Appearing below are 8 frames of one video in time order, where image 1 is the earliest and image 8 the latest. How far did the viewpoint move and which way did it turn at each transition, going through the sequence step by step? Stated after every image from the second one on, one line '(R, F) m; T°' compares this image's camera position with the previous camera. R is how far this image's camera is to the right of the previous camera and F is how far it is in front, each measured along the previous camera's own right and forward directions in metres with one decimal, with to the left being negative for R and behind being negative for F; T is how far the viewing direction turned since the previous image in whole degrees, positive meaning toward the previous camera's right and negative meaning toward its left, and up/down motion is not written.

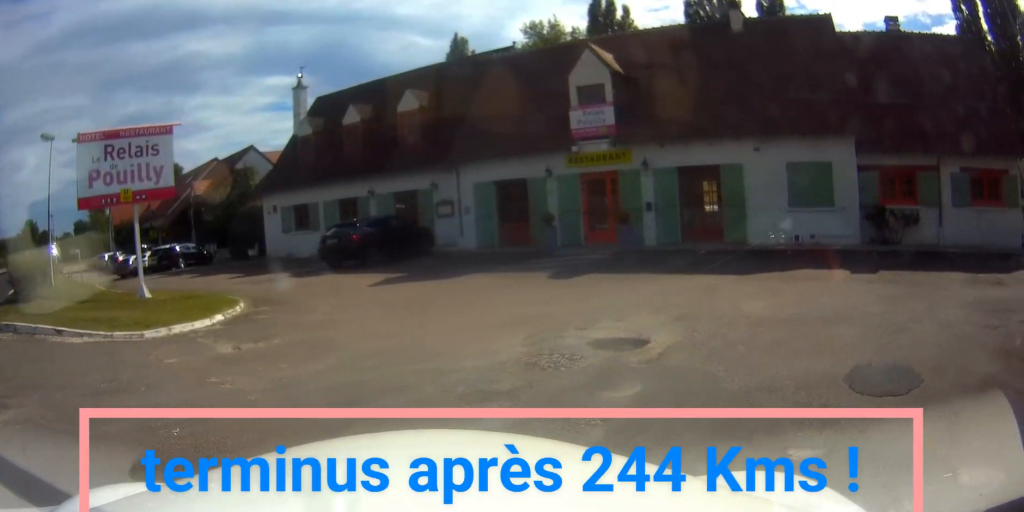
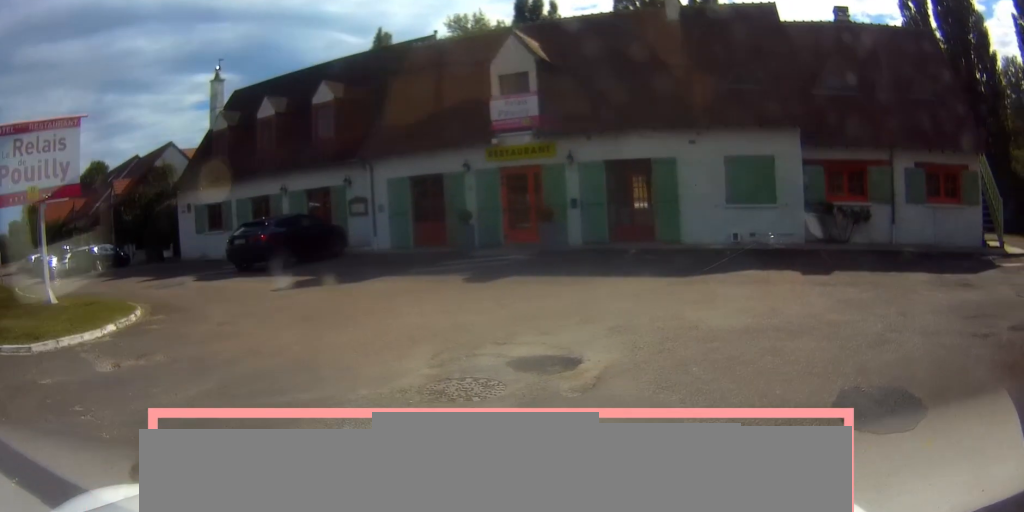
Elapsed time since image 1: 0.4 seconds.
(+0.1, +0.9) m; +7°
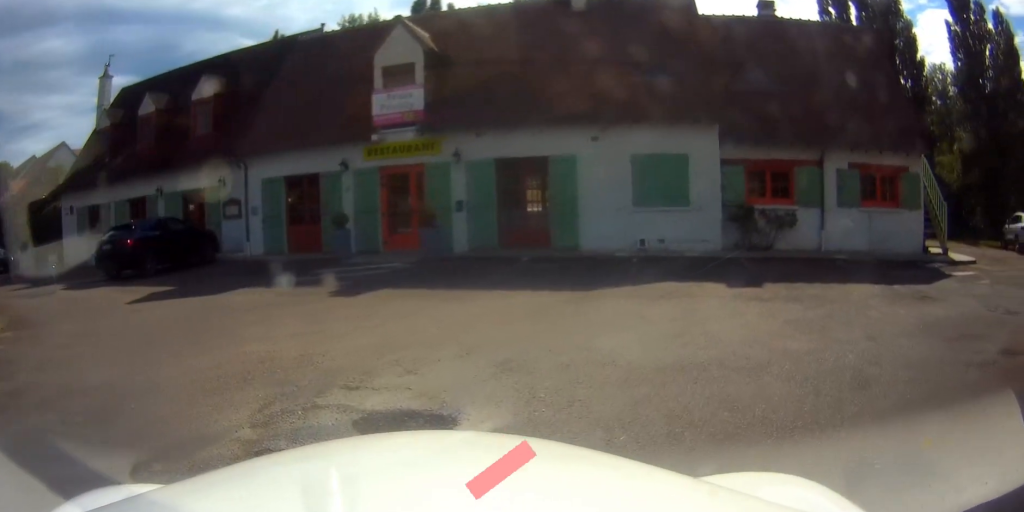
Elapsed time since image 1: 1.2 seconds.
(+0.3, +1.4) m; +12°
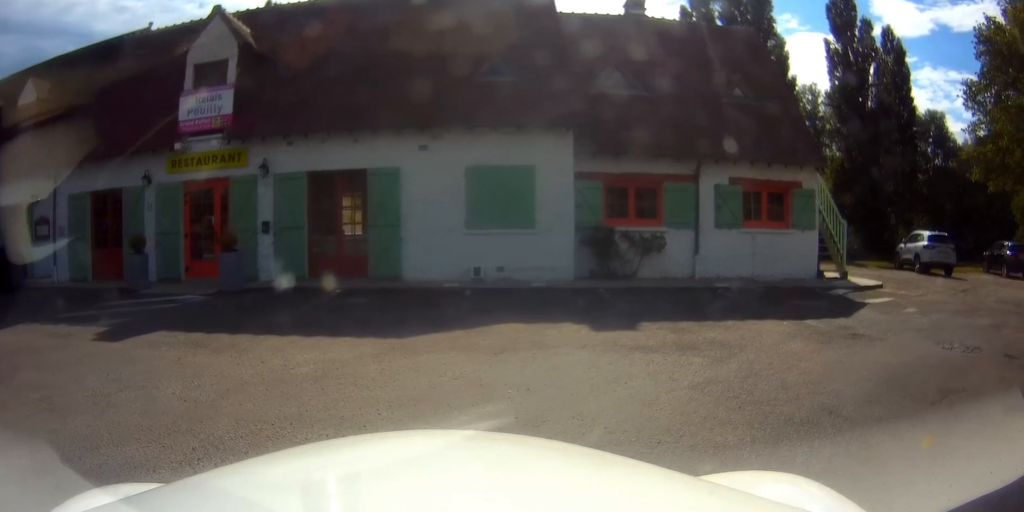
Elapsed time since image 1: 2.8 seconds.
(+0.1, +1.8) m; 0°
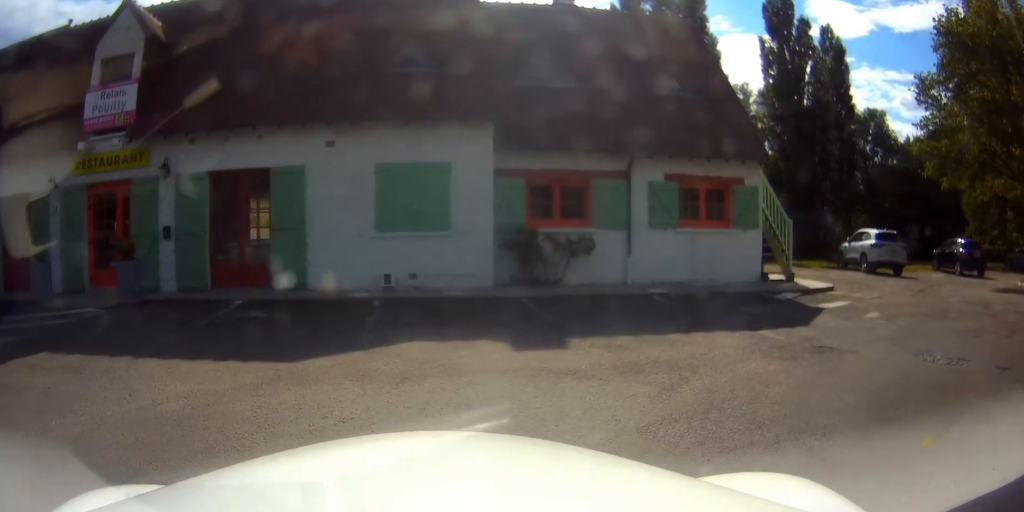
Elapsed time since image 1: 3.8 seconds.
(0.0, +0.8) m; 0°
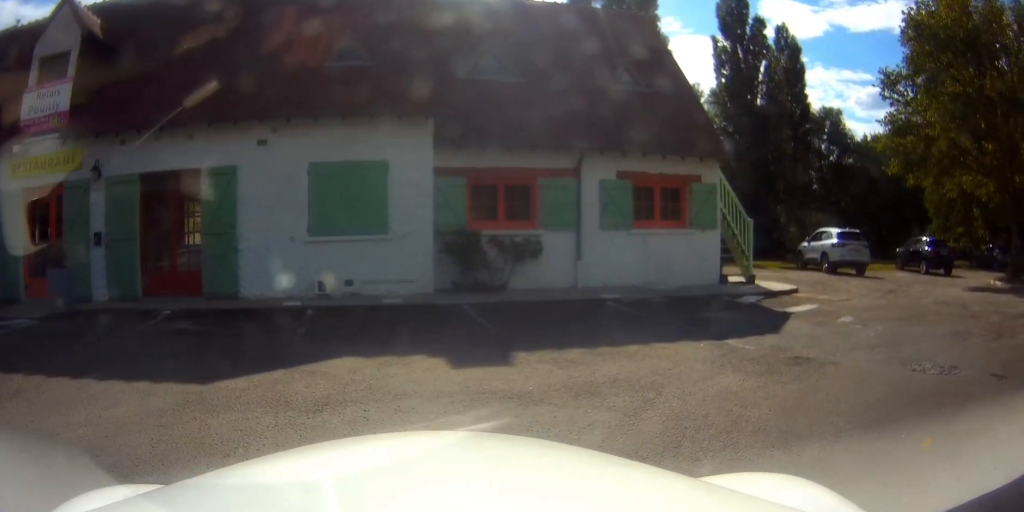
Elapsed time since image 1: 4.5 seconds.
(+0.1, +0.5) m; 0°
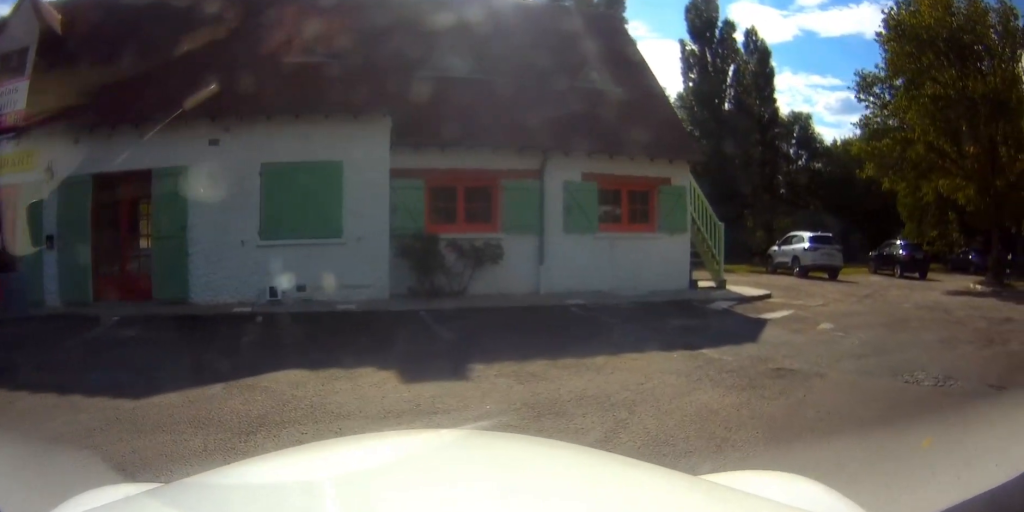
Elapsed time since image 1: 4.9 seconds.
(+0.3, +0.4) m; 0°
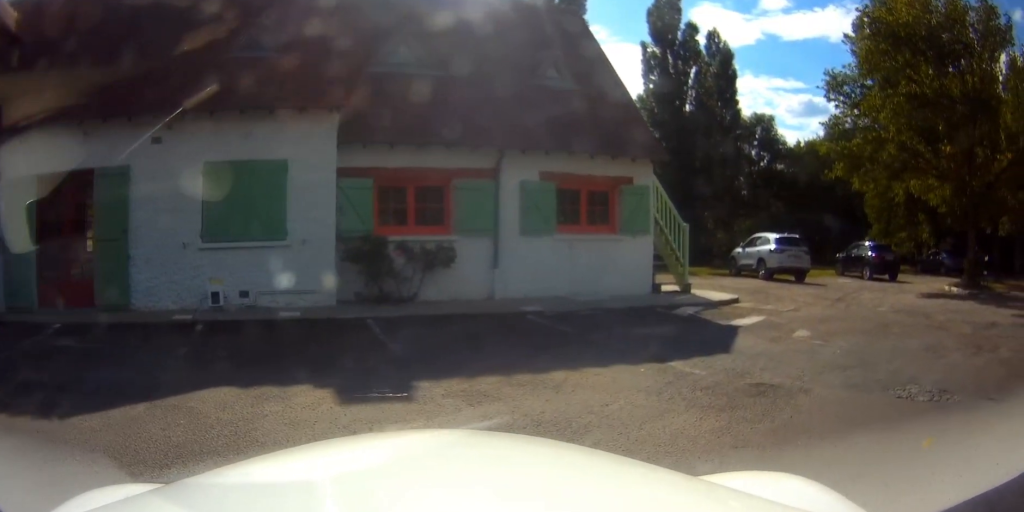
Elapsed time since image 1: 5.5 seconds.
(+0.3, +0.5) m; 0°
